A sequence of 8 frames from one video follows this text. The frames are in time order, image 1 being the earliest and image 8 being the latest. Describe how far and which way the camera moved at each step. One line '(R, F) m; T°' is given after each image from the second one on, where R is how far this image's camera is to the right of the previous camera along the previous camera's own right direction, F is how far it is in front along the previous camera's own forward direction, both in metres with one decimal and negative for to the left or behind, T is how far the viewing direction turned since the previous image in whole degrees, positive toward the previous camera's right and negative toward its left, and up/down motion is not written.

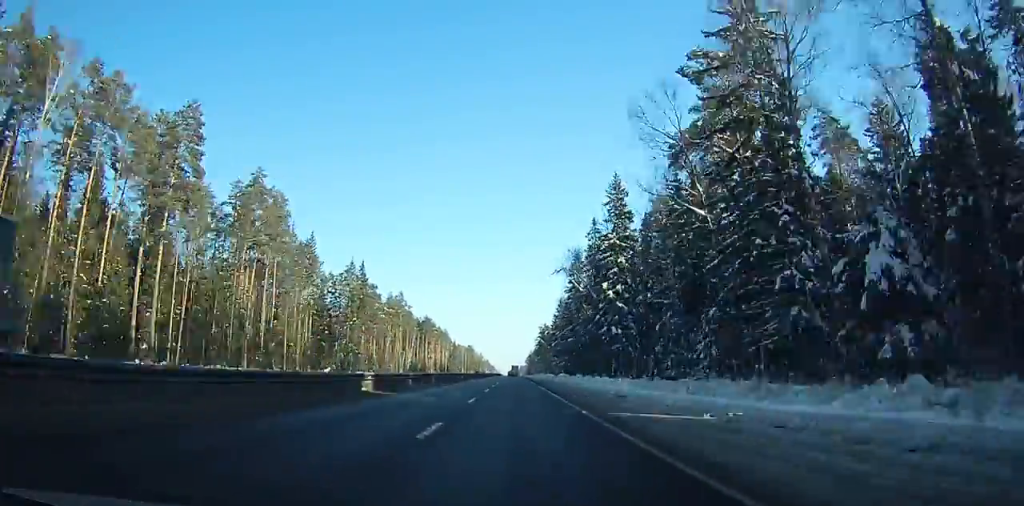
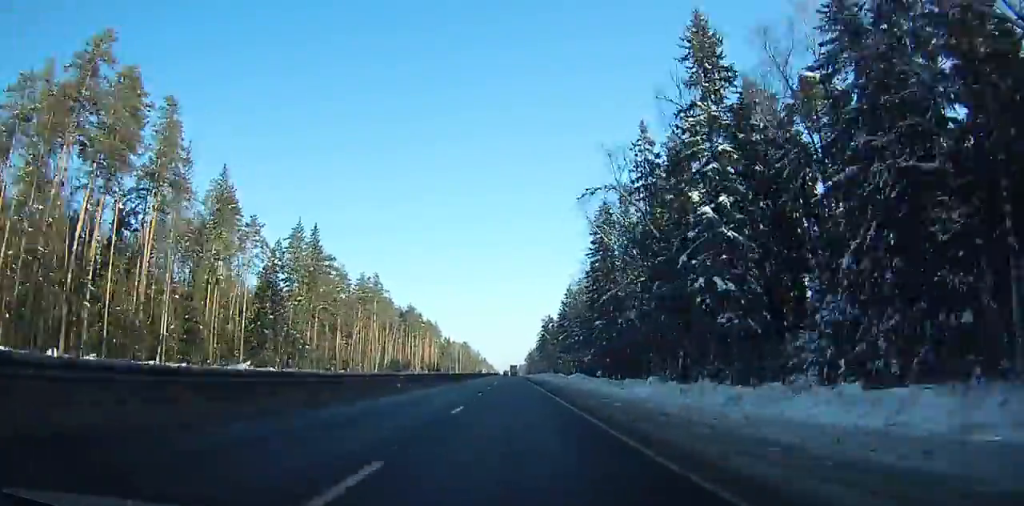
(0.0, +42.0) m; 0°
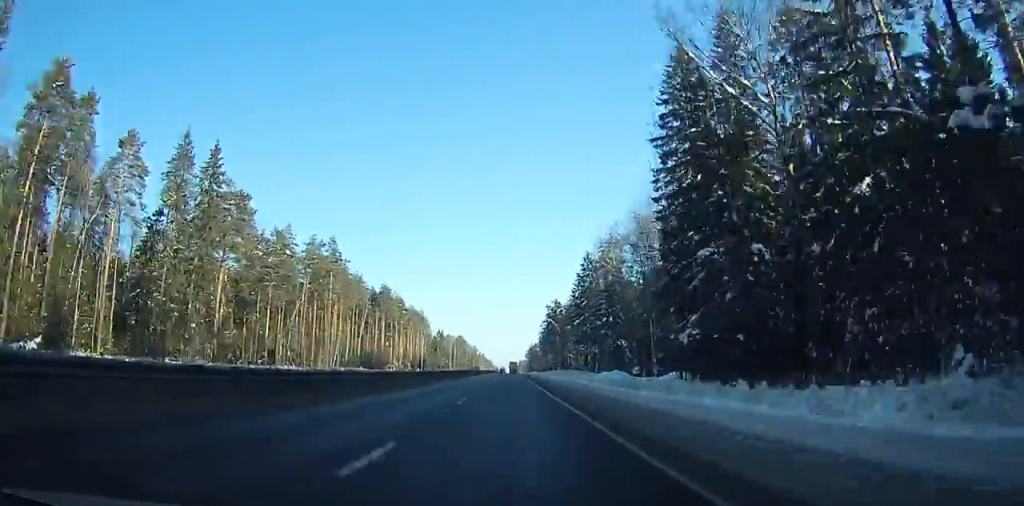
(-0.1, +45.4) m; 0°
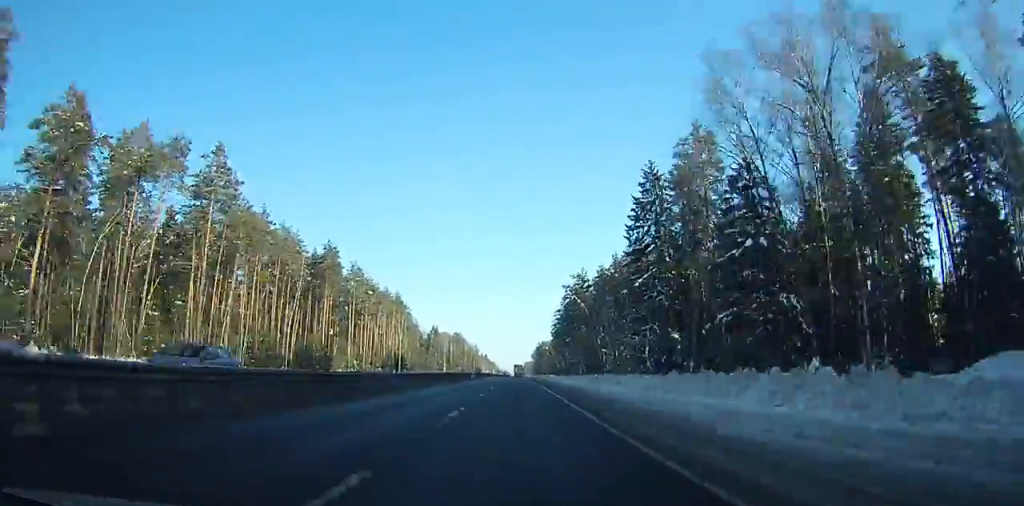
(0.0, +59.6) m; 0°
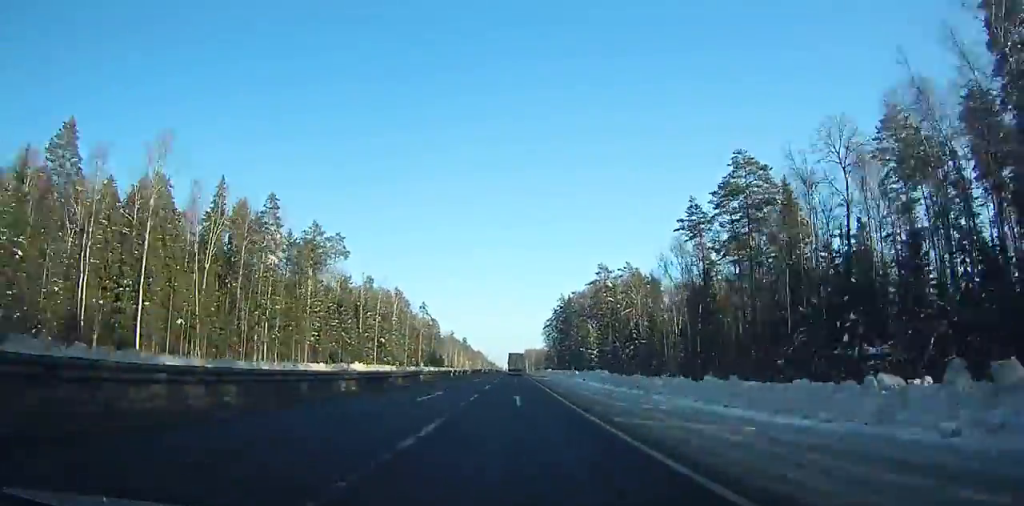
(+2.6, +320.3) m; 0°
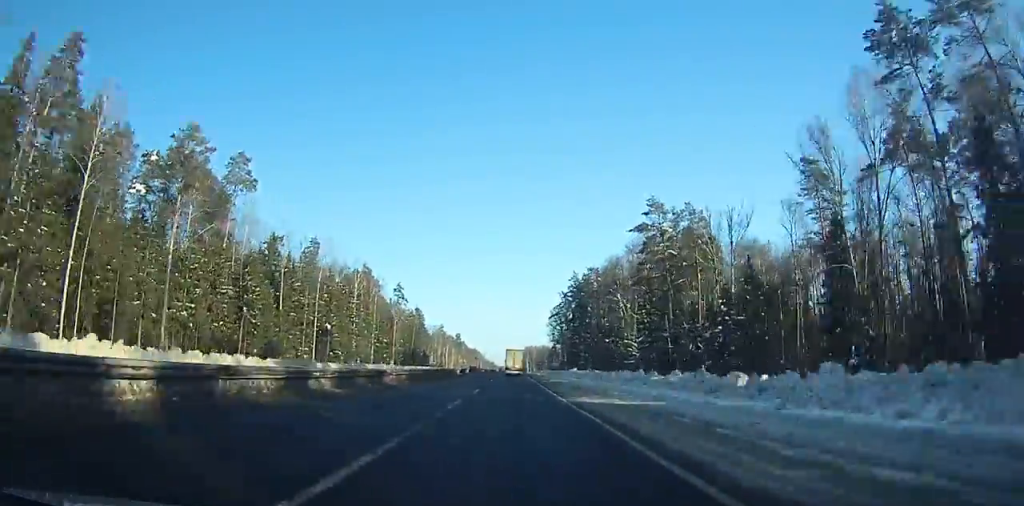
(-0.1, +56.6) m; 0°
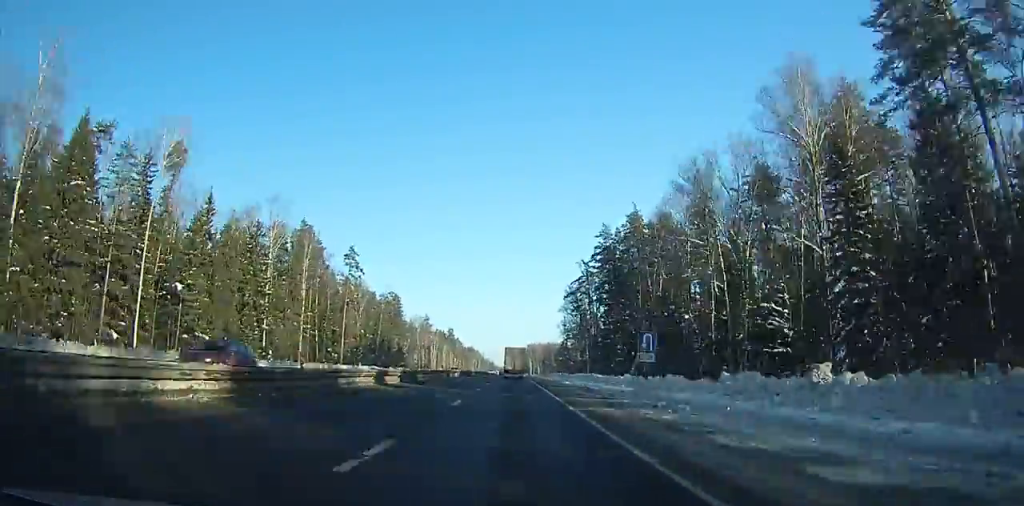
(-0.1, +64.1) m; -1°
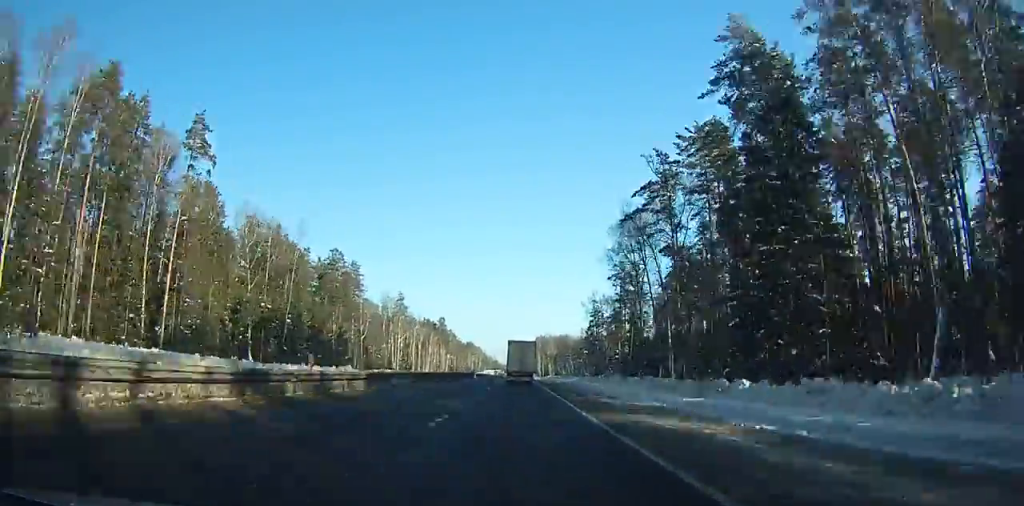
(-0.9, +82.1) m; -1°
